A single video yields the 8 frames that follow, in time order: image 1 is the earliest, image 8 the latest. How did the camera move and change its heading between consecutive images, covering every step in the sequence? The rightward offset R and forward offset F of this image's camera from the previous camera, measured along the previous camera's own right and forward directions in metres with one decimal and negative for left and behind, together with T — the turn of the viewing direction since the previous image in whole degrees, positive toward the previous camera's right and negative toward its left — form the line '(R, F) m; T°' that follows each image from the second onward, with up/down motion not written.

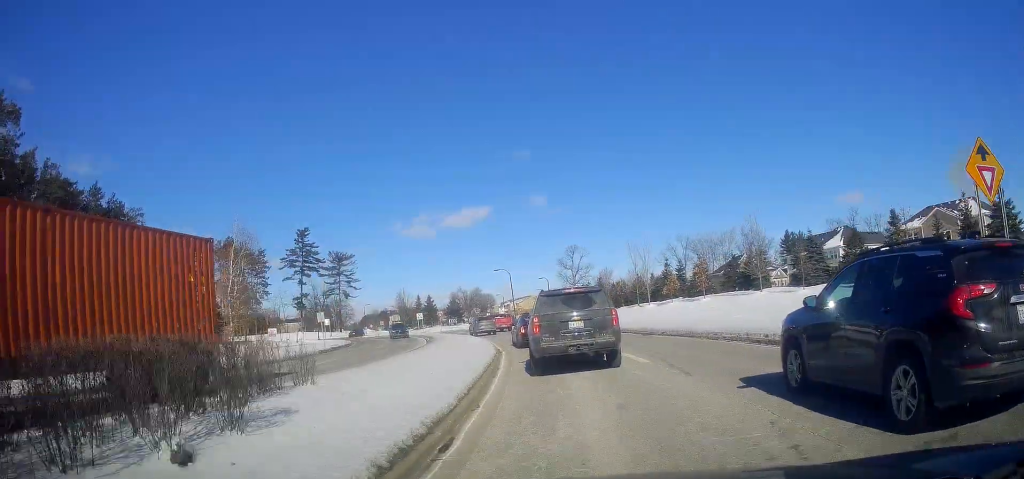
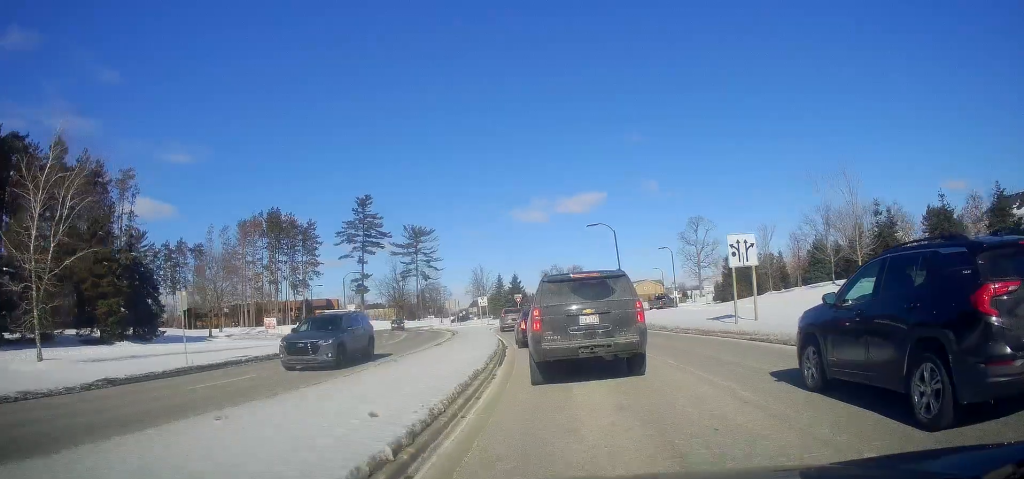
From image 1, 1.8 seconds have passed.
(-3.0, +29.4) m; -11°
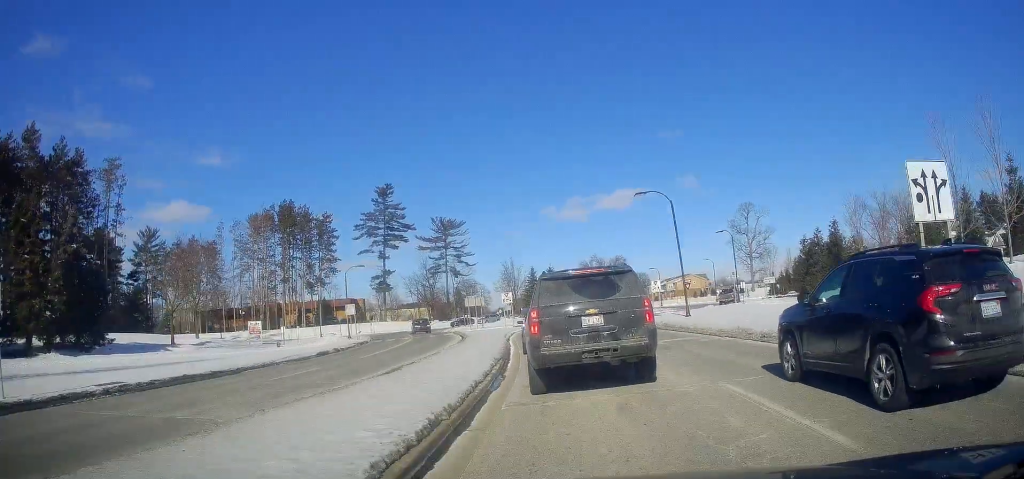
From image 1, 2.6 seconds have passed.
(-0.5, +11.9) m; -5°
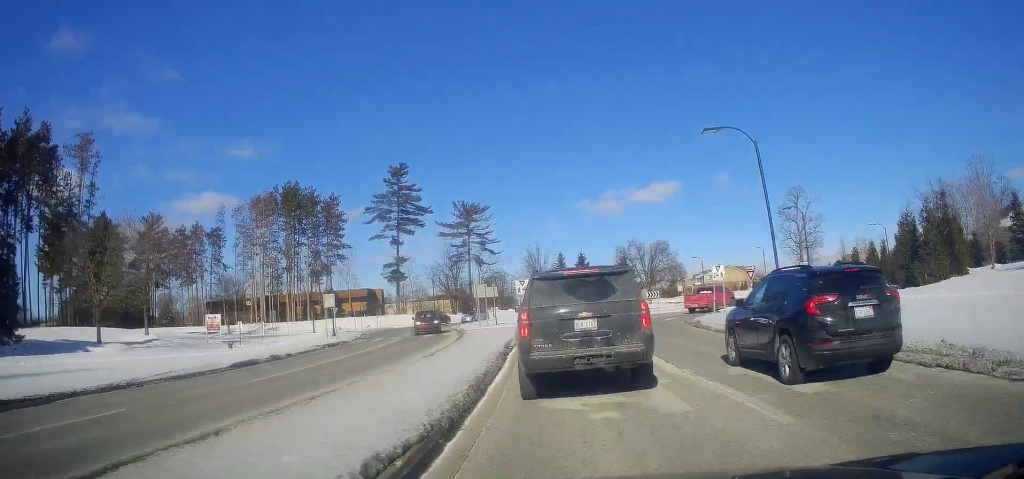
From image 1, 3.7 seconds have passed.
(-0.8, +12.5) m; -7°
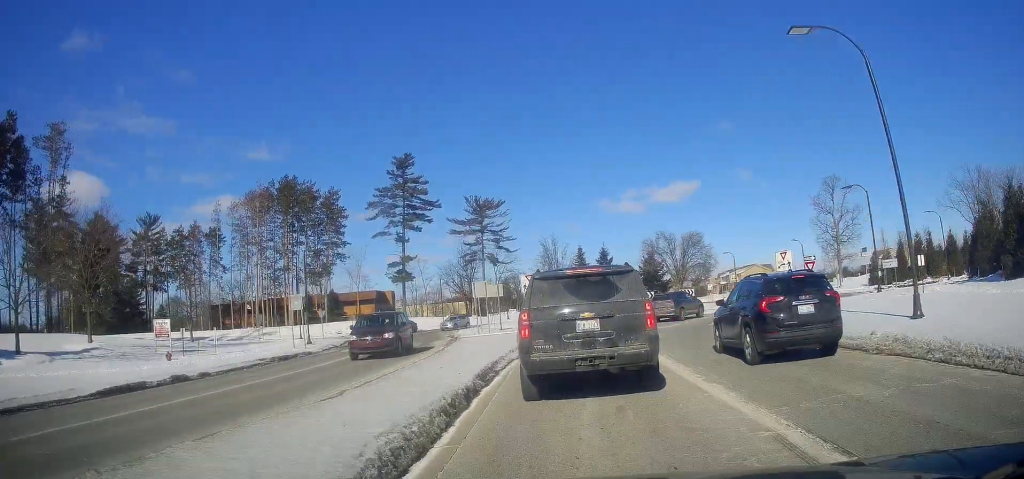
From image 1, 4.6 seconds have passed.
(-0.4, +9.0) m; -3°
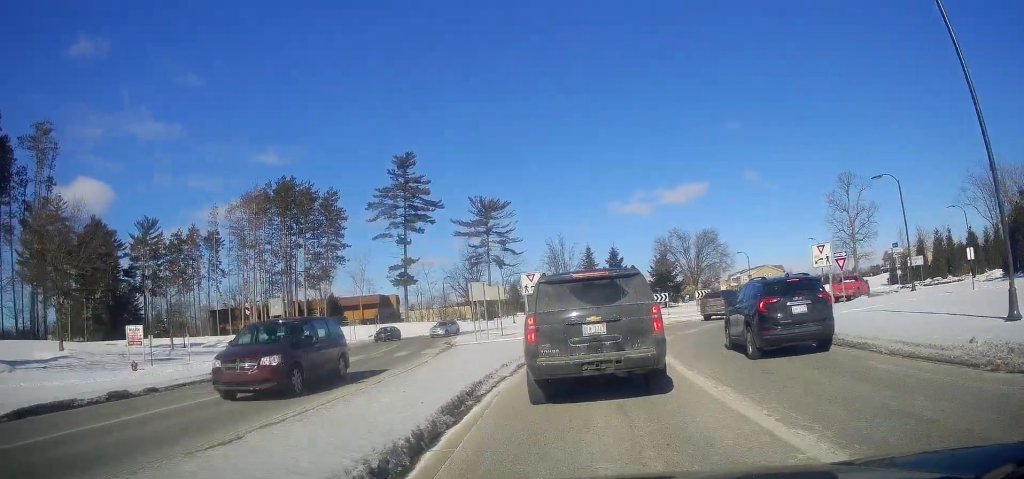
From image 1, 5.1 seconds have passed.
(0.0, +3.9) m; 0°
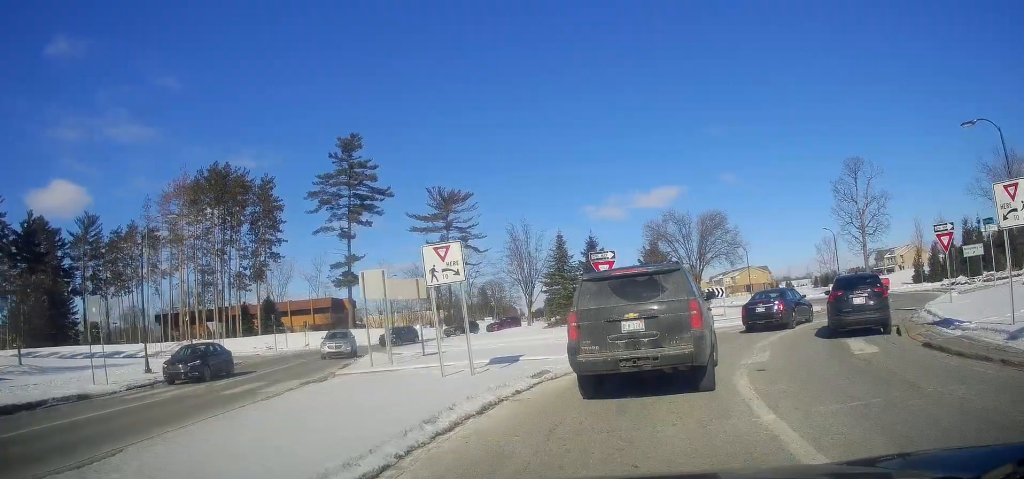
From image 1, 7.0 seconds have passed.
(0.0, +13.0) m; +3°
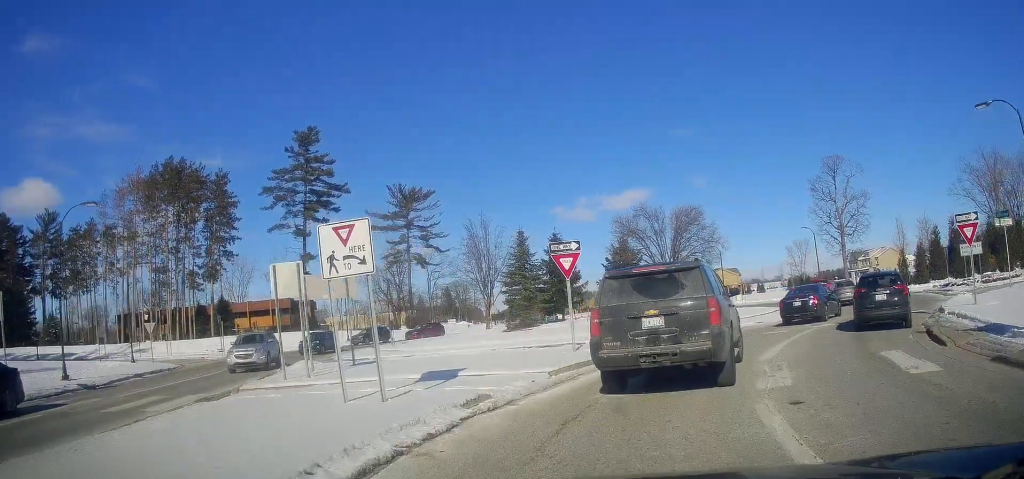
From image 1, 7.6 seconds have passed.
(+0.2, +3.5) m; +2°
